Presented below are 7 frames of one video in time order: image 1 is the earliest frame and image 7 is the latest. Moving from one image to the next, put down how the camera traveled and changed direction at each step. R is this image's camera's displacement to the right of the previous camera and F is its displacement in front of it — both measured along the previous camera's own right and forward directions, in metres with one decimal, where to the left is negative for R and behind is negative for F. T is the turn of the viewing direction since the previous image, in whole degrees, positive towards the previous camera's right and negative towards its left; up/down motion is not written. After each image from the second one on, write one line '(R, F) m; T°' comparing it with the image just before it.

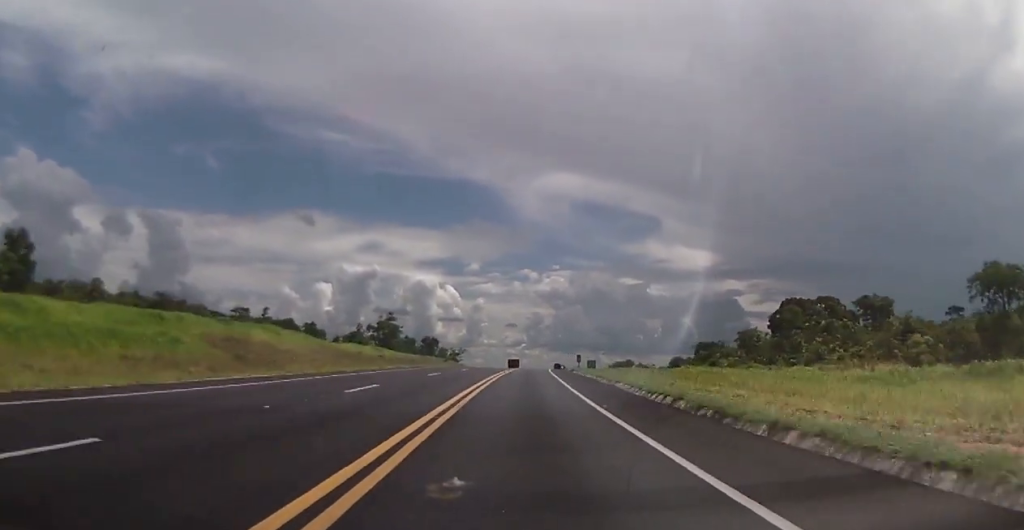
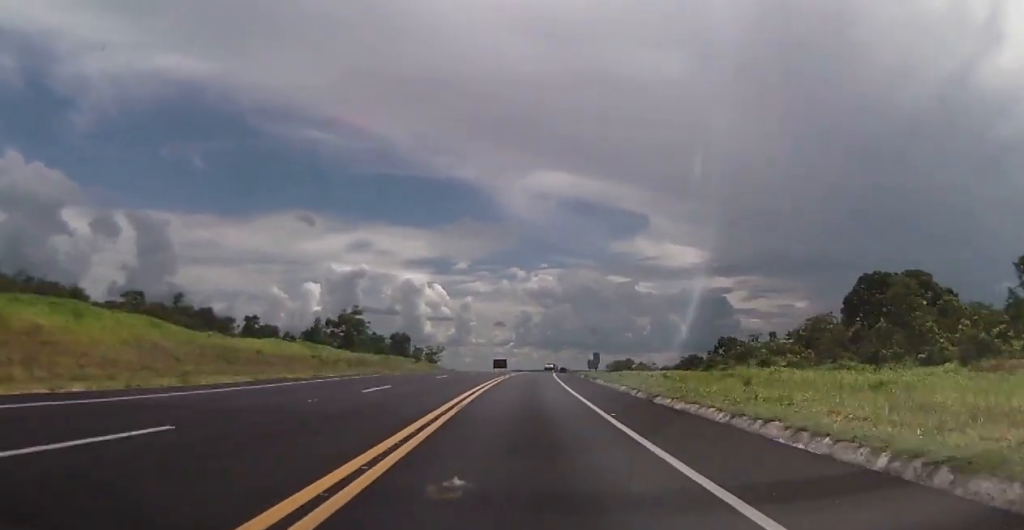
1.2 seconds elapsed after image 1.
(+0.1, +34.1) m; 0°
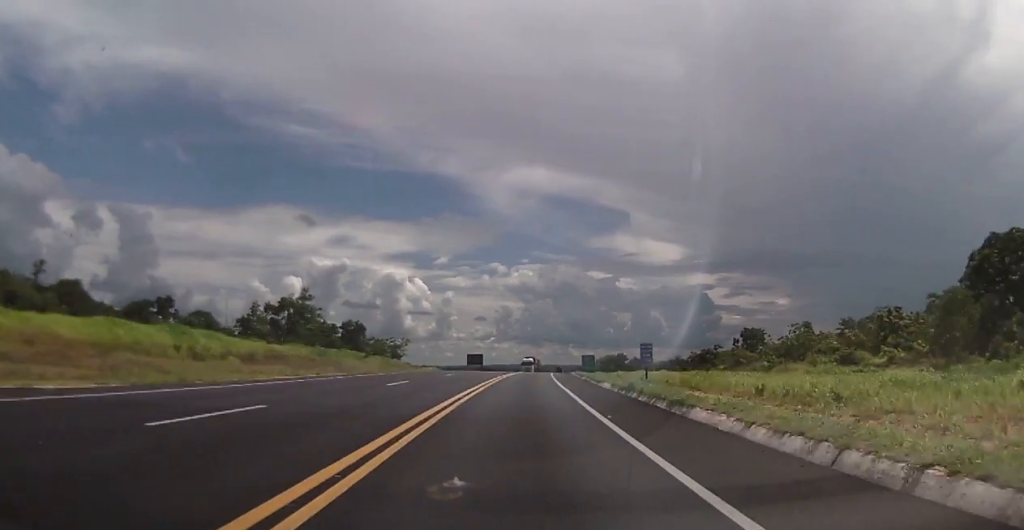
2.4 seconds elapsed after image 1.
(-0.1, +31.9) m; +1°
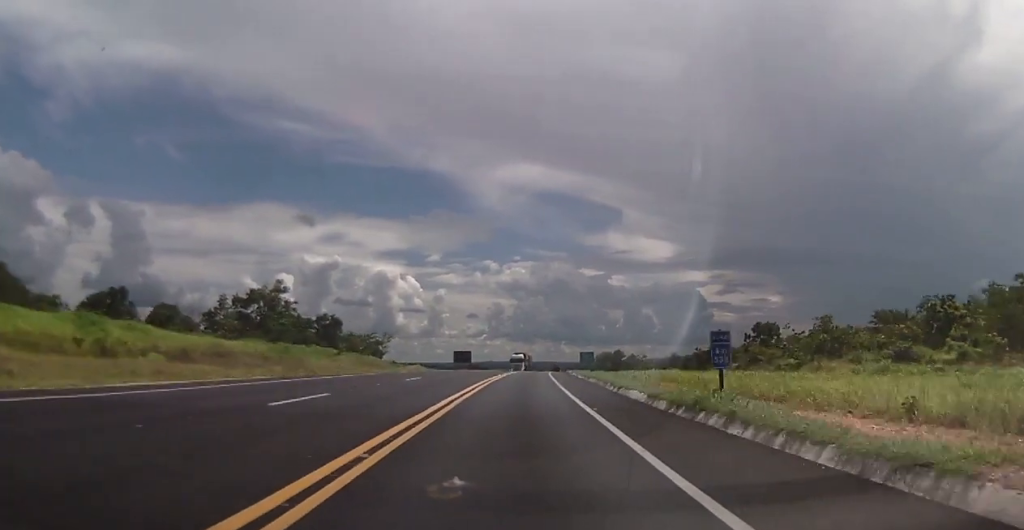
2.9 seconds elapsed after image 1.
(0.0, +13.1) m; +1°
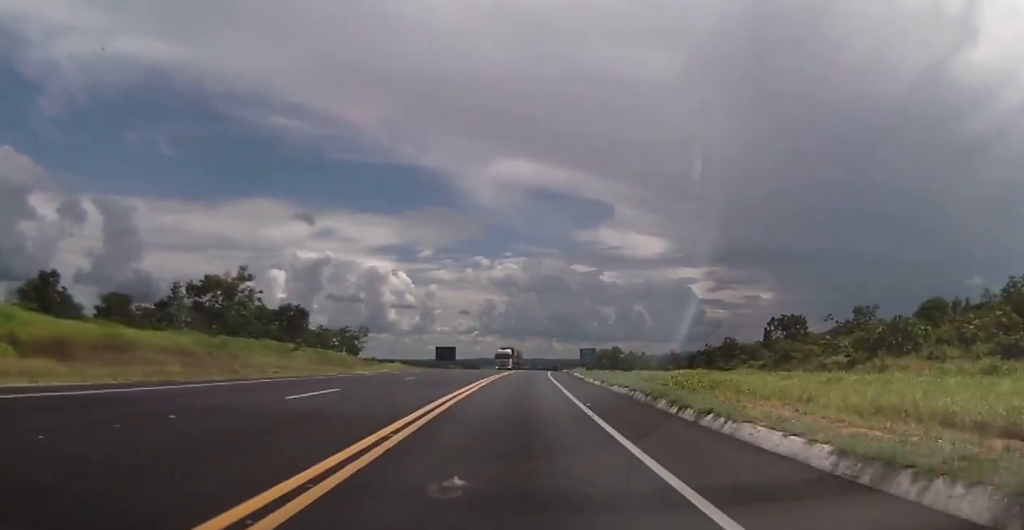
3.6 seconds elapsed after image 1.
(+0.2, +16.3) m; +1°
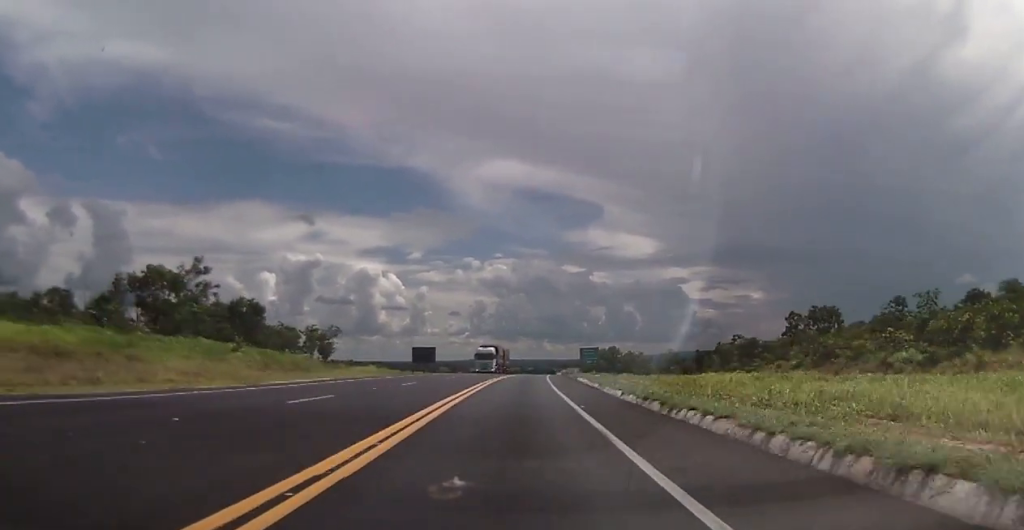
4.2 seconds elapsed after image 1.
(+0.1, +16.2) m; +1°
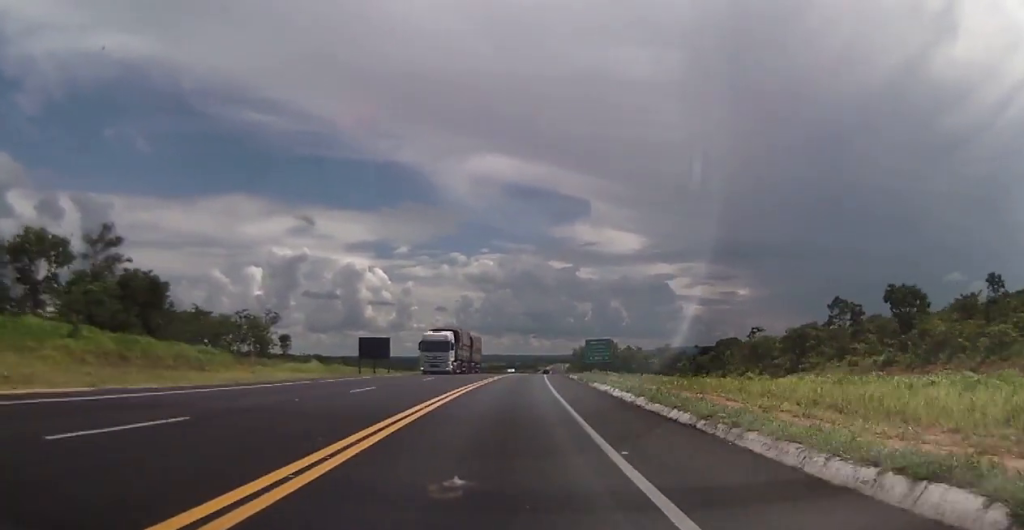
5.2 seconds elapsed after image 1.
(+0.3, +25.3) m; +1°
